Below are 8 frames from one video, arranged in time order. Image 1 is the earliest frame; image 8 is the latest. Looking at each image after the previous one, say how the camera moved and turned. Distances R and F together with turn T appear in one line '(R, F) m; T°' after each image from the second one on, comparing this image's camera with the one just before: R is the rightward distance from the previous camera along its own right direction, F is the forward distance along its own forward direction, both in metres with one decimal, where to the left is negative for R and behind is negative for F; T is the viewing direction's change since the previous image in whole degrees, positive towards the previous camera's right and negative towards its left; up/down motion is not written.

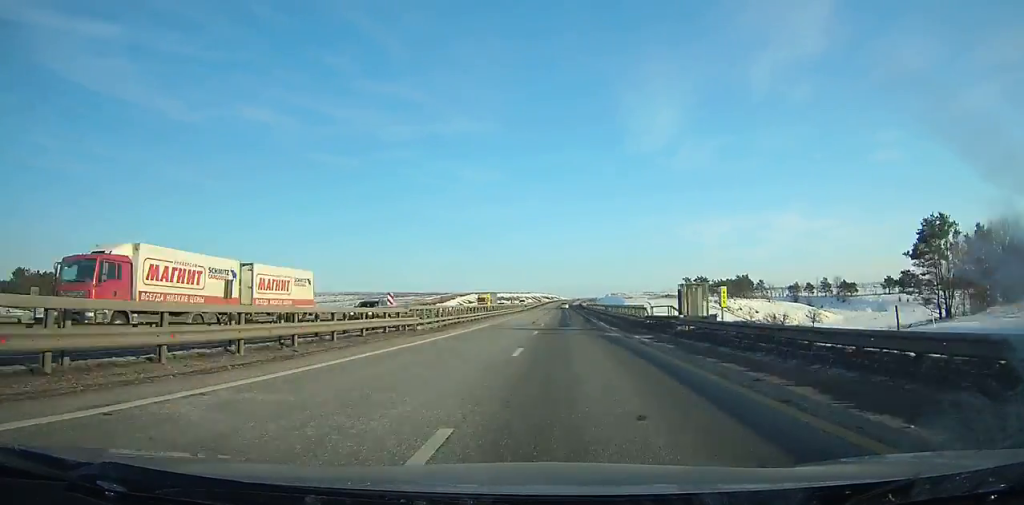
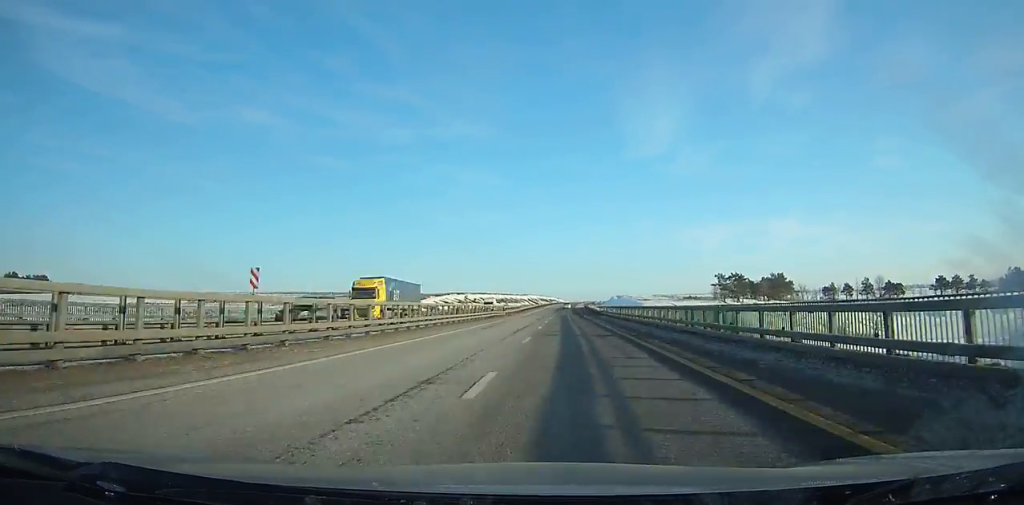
(+0.4, +42.6) m; +1°
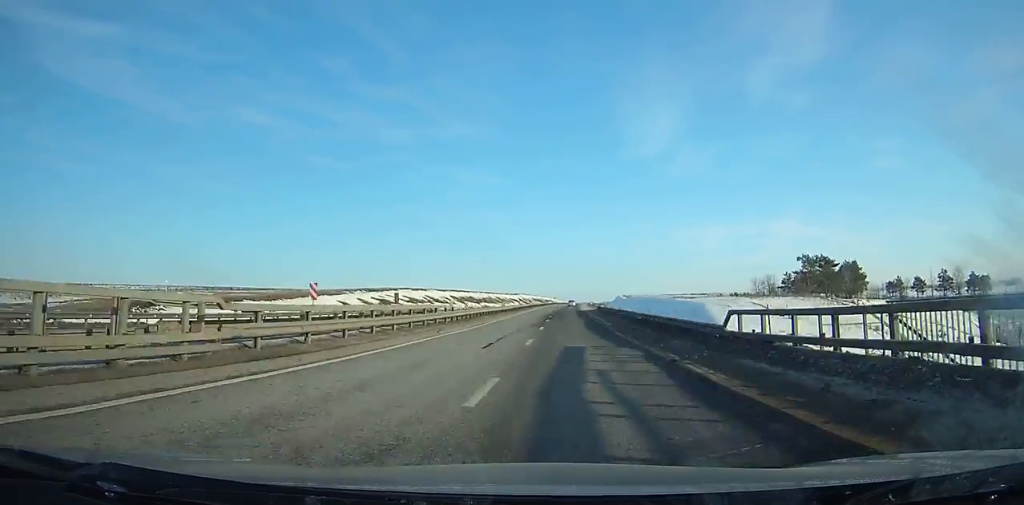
(+0.3, +59.1) m; +1°
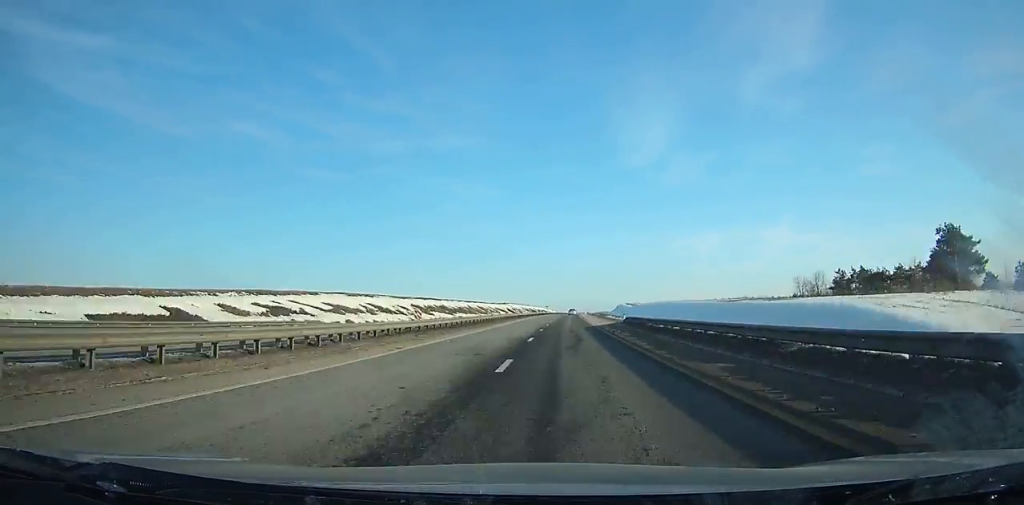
(+0.3, +42.8) m; +1°
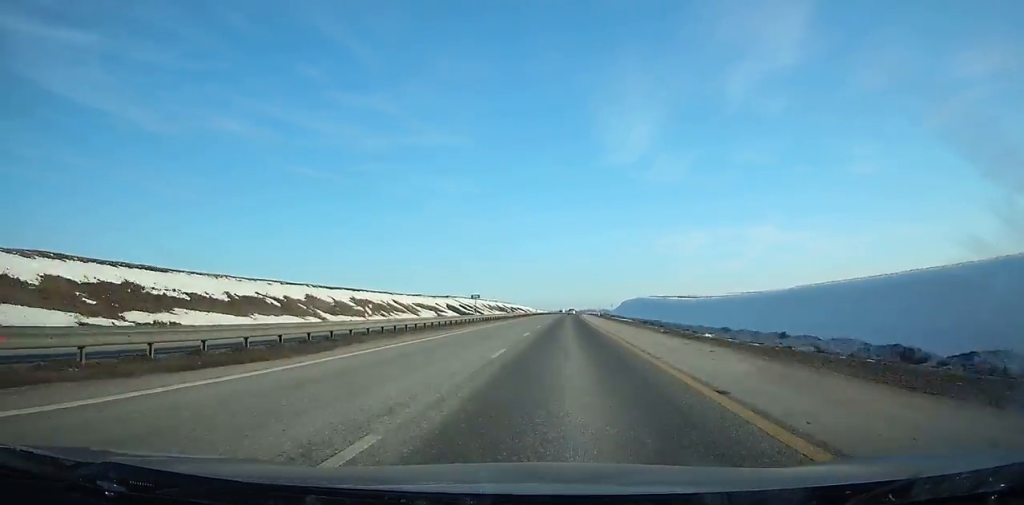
(+1.6, +127.6) m; +2°
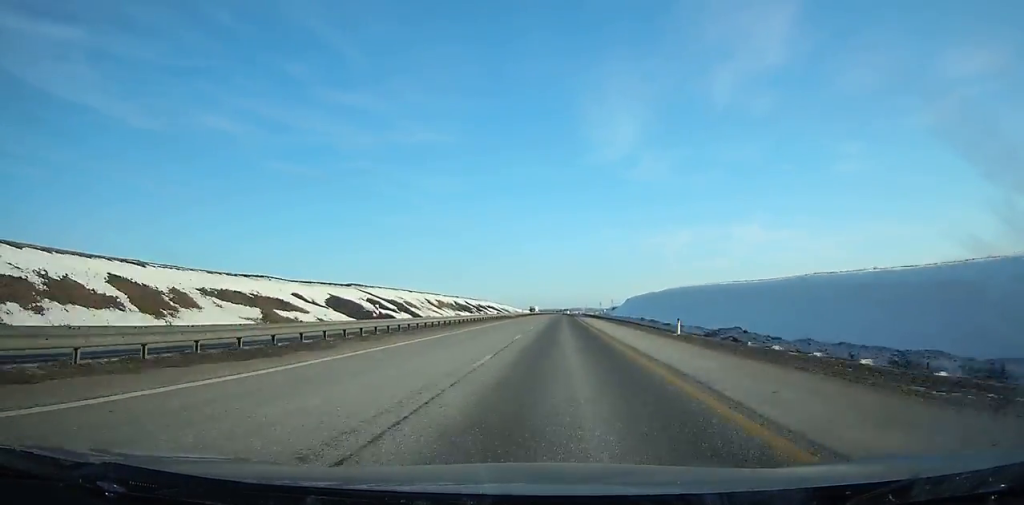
(+1.1, +83.6) m; +1°
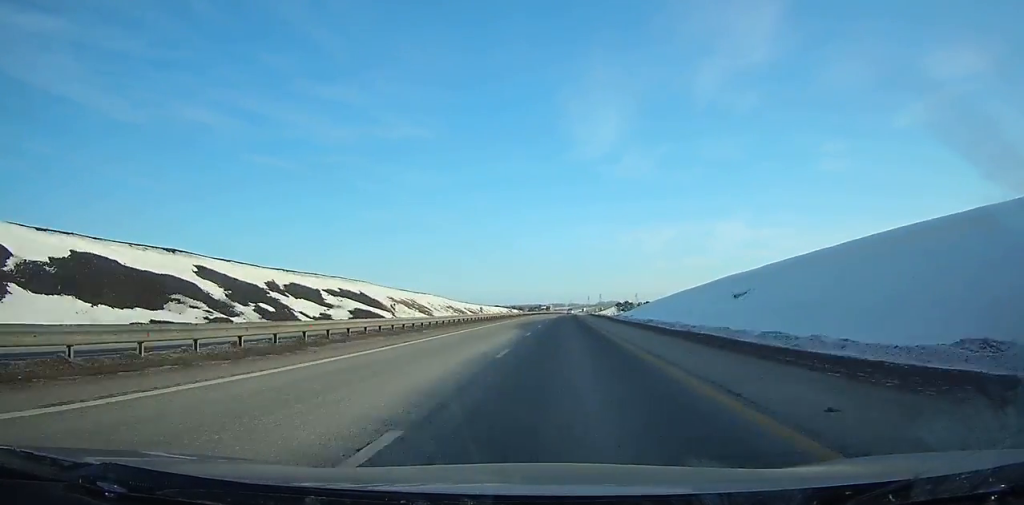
(+3.6, +173.5) m; +2°
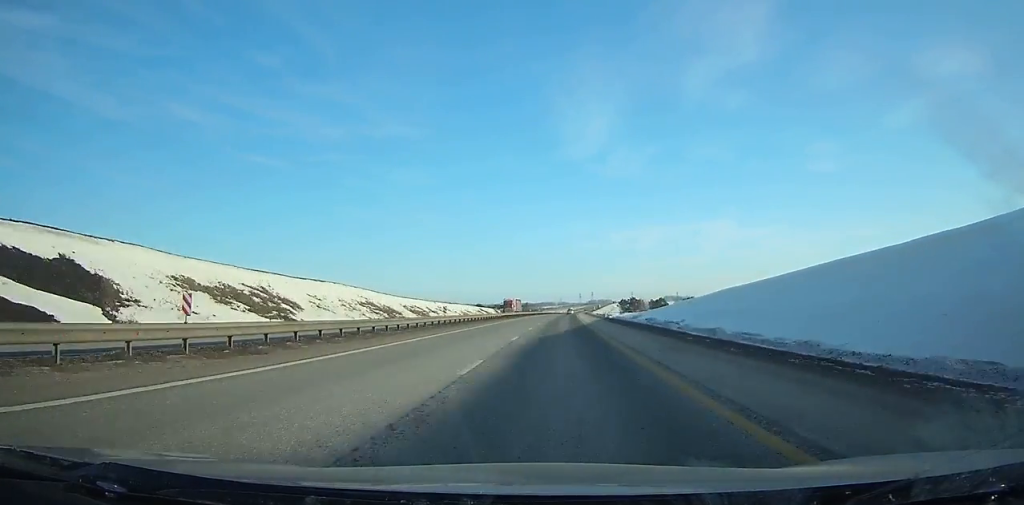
(+0.7, +75.1) m; +1°
